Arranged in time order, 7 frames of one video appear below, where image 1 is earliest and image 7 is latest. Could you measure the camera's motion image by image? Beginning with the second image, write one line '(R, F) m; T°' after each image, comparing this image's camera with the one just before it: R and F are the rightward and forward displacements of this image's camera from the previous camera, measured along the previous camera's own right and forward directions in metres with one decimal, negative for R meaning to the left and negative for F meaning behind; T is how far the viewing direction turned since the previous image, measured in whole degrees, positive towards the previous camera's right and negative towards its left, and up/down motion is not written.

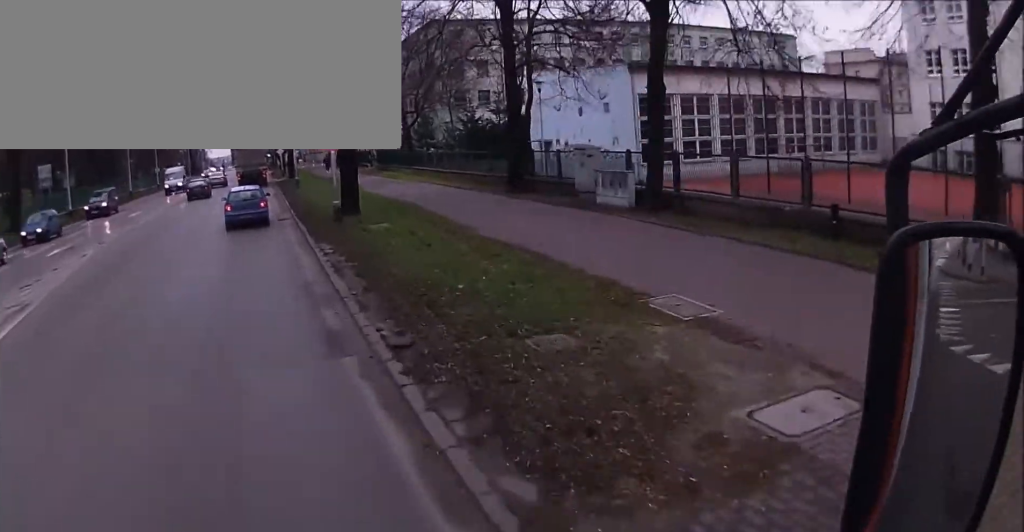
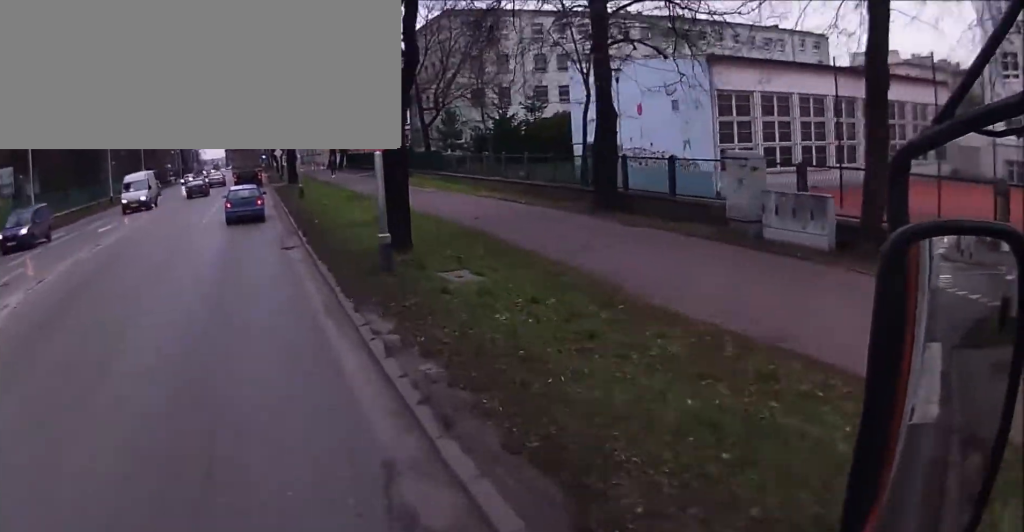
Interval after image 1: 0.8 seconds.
(+0.3, +6.7) m; 0°
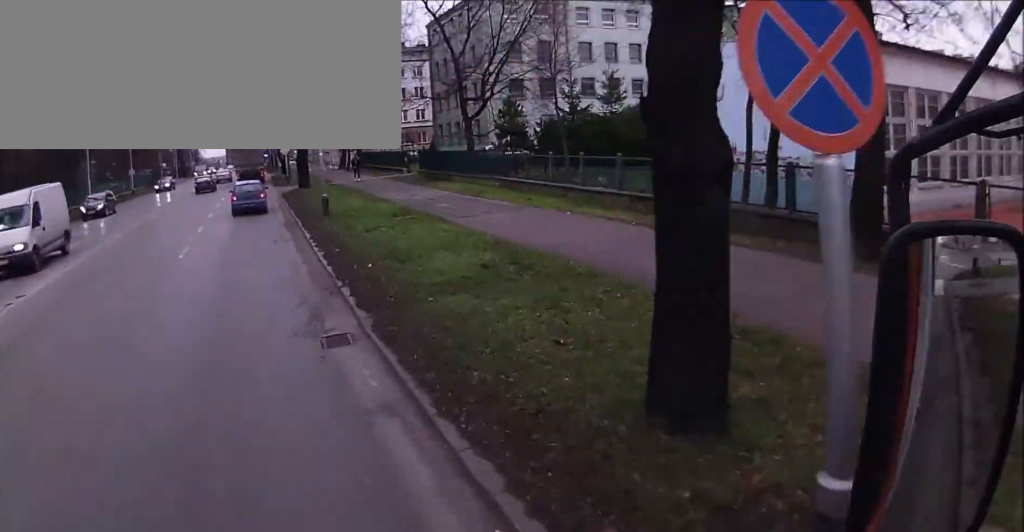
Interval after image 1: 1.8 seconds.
(-0.2, +9.1) m; 0°
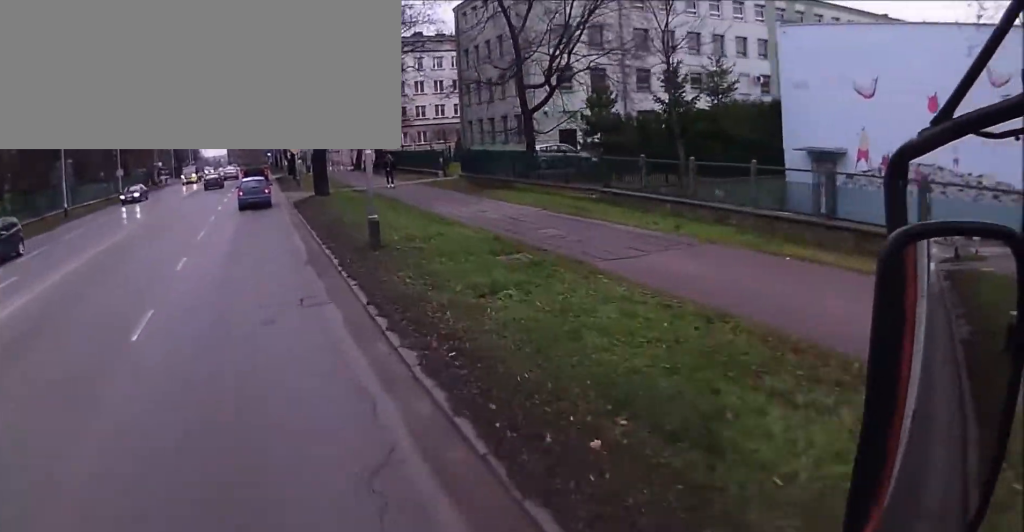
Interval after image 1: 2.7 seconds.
(+0.2, +8.3) m; 0°
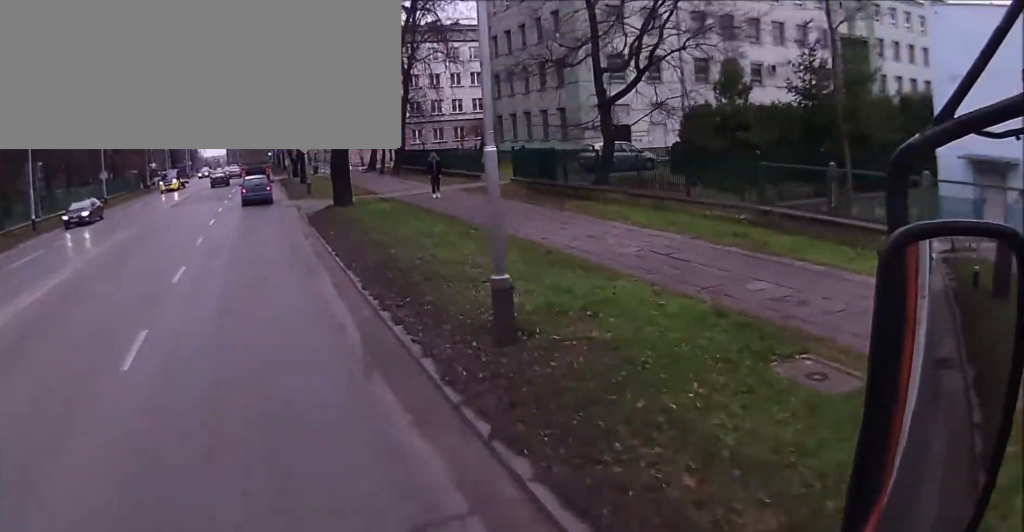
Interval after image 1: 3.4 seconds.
(0.0, +7.5) m; 0°
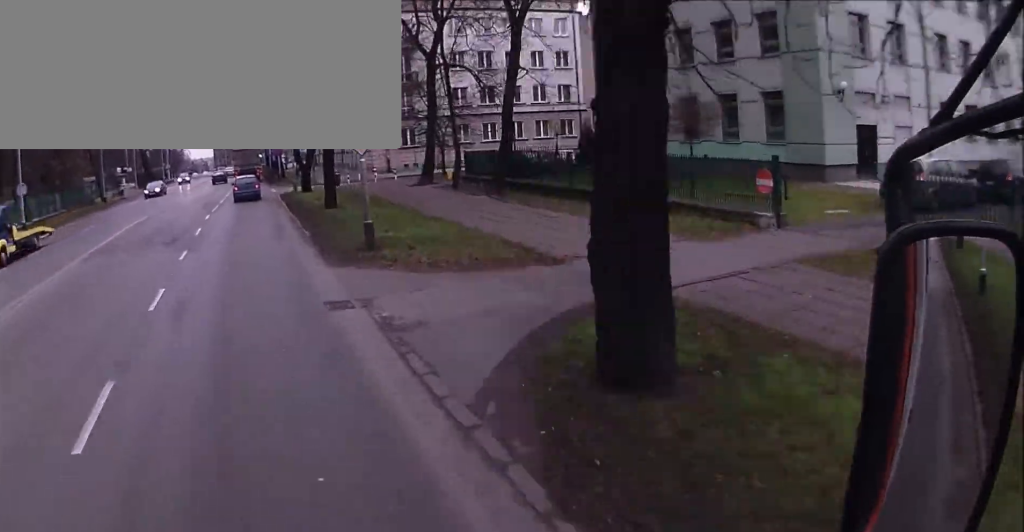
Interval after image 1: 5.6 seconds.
(0.0, +20.6) m; 0°
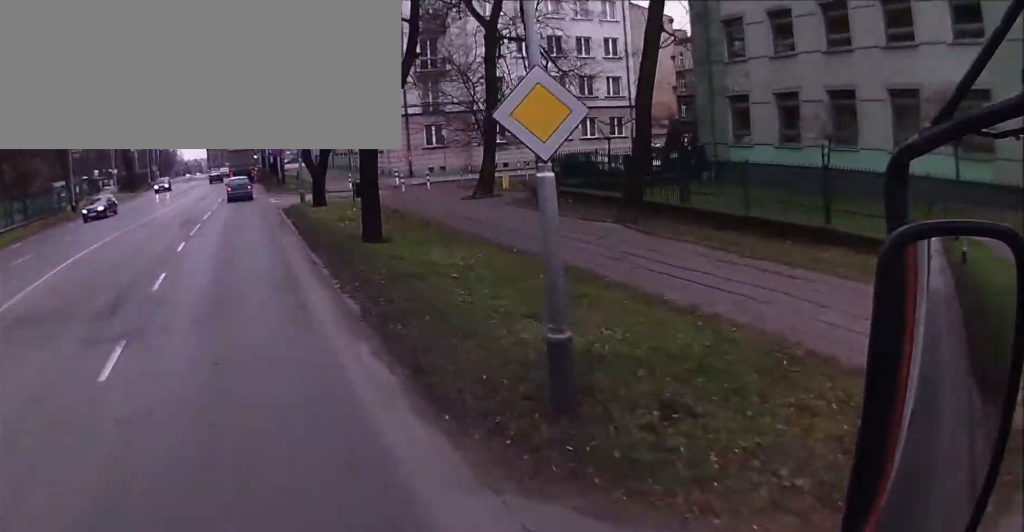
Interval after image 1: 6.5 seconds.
(0.0, +9.6) m; +1°
